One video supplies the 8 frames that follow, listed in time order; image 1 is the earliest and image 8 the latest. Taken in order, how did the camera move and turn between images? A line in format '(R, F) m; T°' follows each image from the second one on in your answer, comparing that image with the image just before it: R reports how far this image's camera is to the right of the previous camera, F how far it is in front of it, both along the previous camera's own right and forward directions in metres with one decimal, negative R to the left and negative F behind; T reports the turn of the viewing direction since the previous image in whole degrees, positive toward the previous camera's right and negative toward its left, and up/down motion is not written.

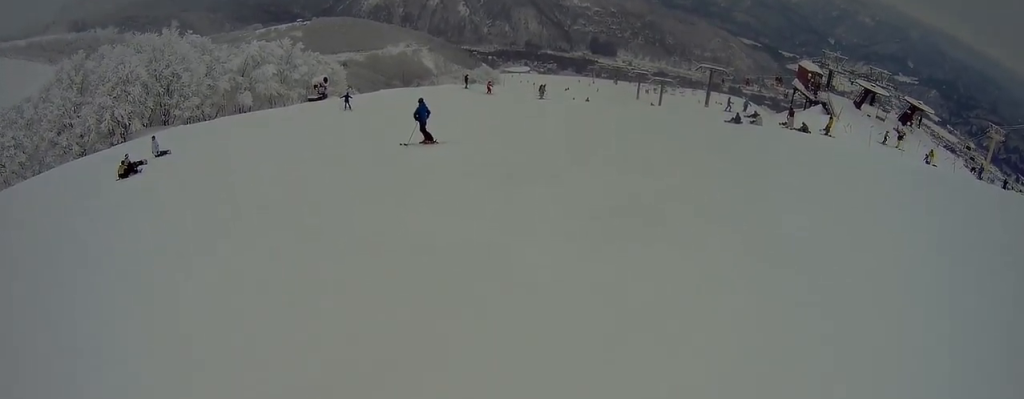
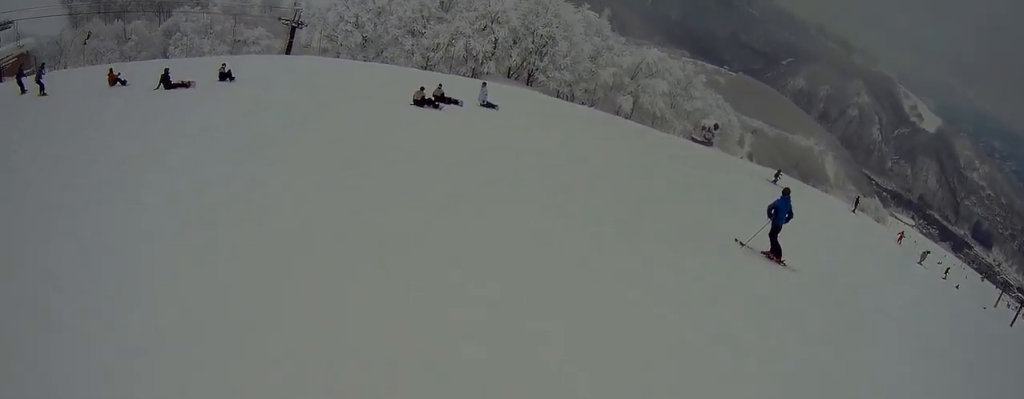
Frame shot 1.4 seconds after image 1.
(-2.0, +5.1) m; -48°
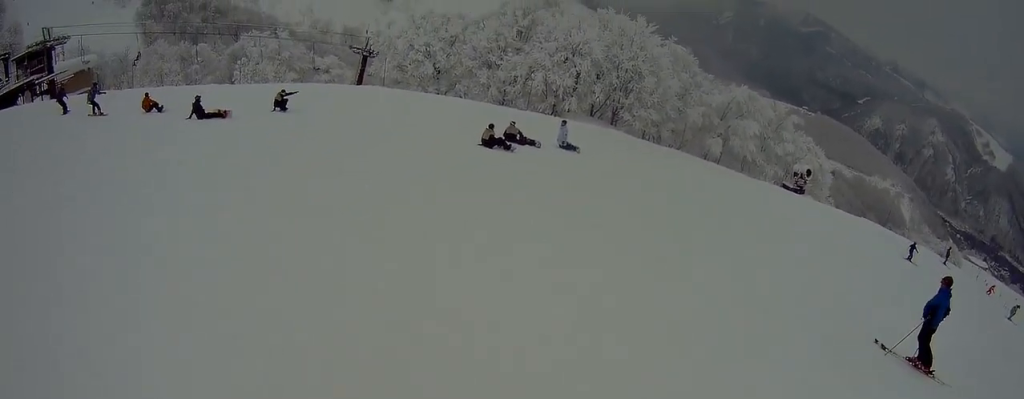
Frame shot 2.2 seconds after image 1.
(-0.9, +3.1) m; 0°
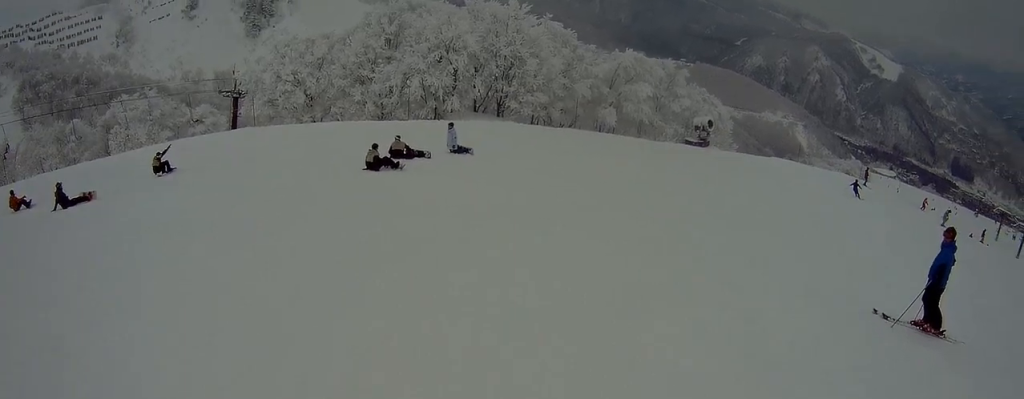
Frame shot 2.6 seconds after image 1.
(+0.1, +2.1) m; +9°
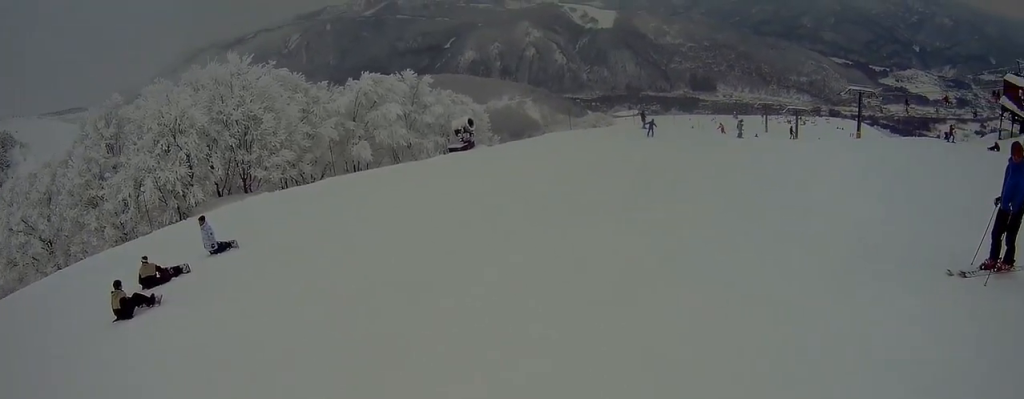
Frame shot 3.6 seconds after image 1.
(+1.2, +4.4) m; +32°
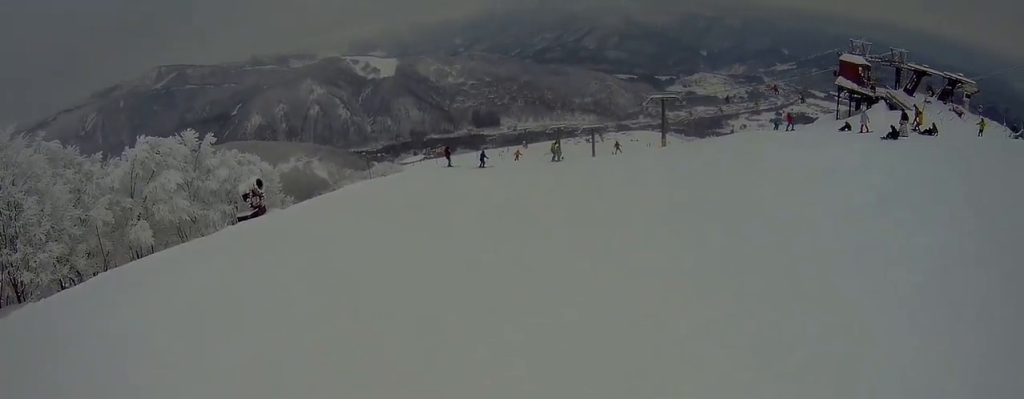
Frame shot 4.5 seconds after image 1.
(+1.3, +4.4) m; +27°
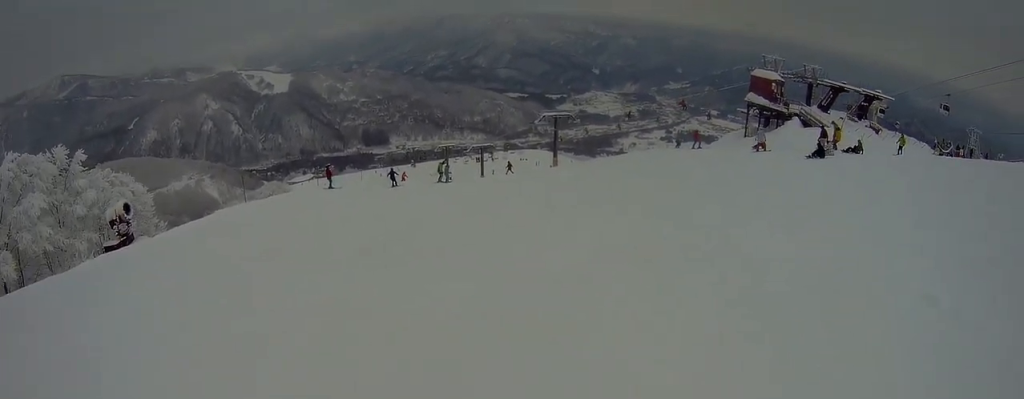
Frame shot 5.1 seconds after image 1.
(+0.3, +2.9) m; +13°
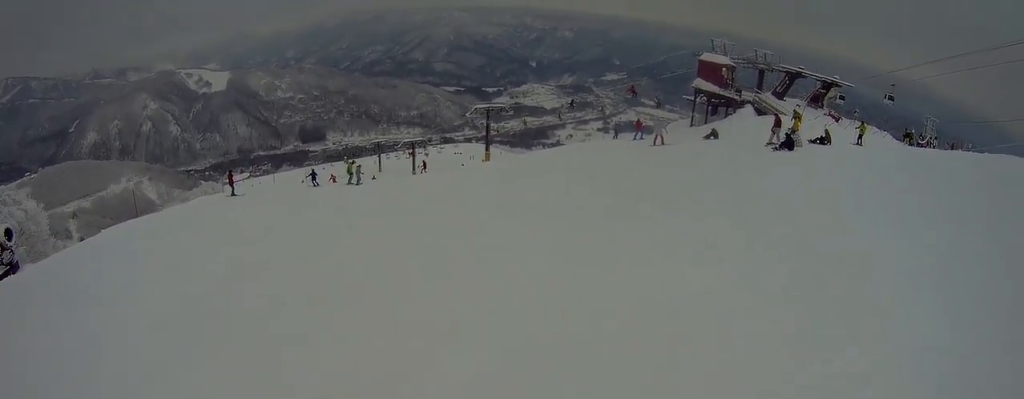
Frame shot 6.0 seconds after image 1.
(+0.9, +4.1) m; +6°
